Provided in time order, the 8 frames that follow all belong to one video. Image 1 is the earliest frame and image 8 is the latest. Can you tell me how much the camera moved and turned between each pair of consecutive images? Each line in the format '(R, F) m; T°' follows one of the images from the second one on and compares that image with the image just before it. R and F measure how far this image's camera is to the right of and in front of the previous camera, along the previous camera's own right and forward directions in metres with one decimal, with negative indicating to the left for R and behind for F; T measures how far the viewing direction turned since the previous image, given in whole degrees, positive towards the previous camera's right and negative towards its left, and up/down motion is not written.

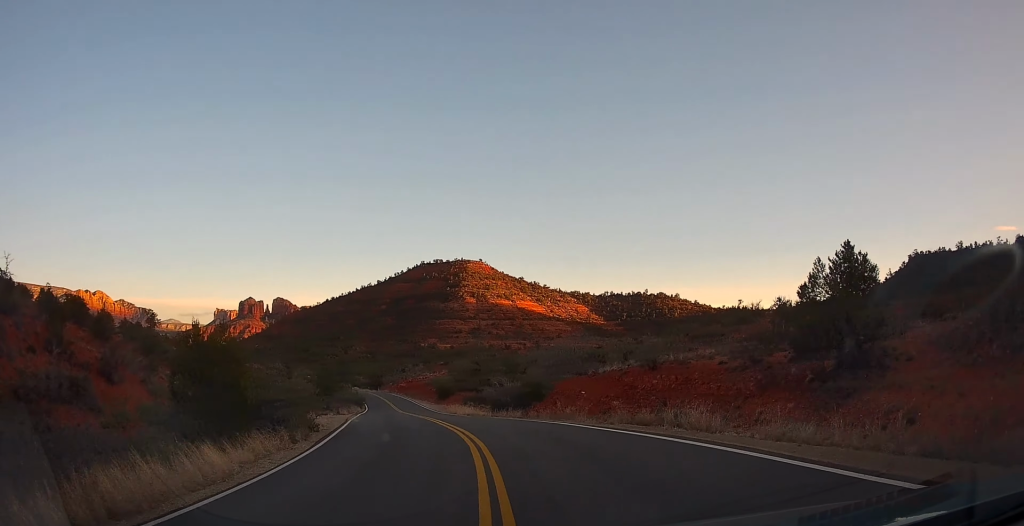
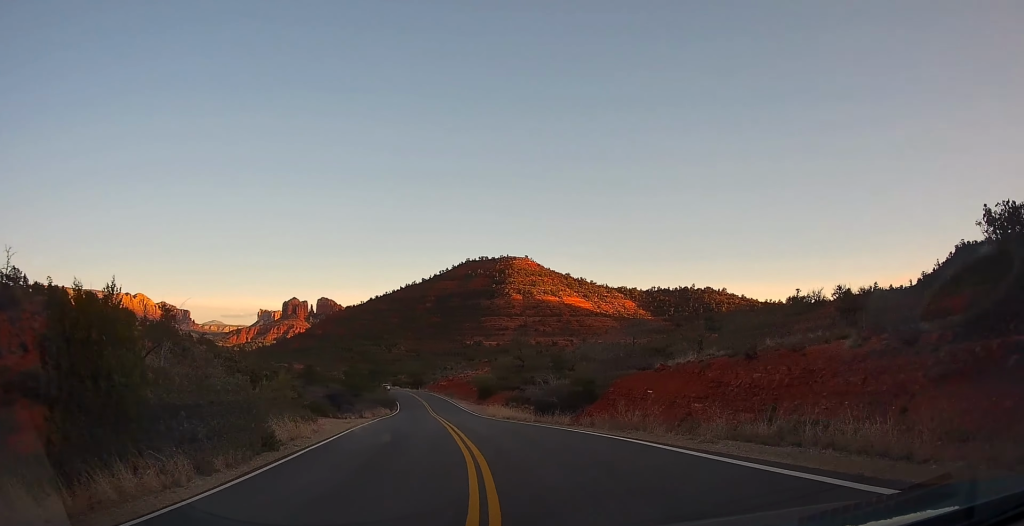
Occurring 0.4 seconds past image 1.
(-0.6, +6.6) m; -4°
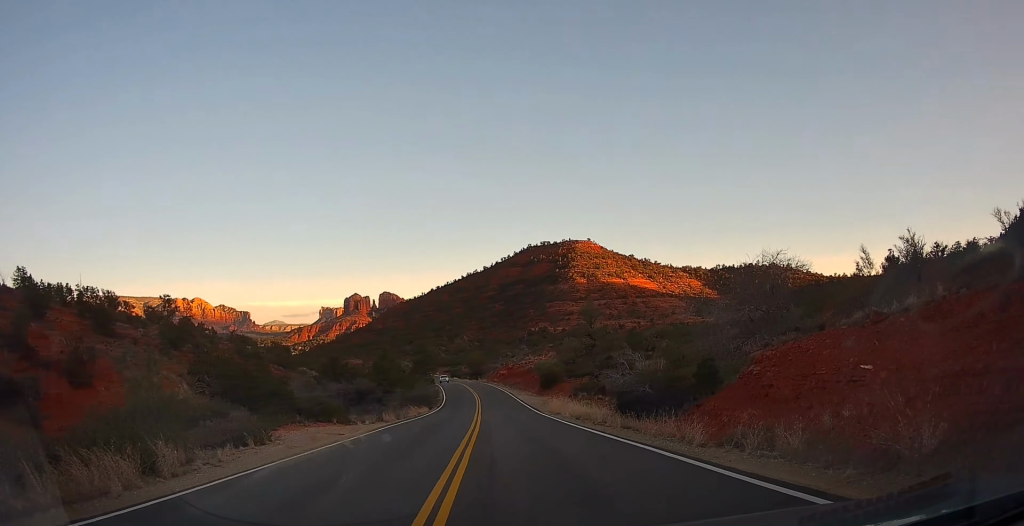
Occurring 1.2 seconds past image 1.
(-0.8, +12.3) m; -6°
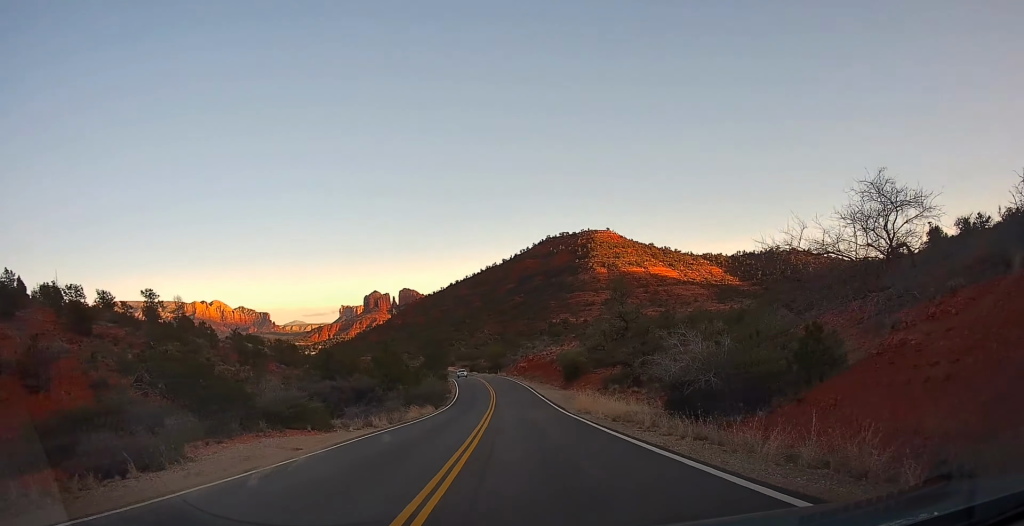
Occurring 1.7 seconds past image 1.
(-0.2, +6.7) m; -2°
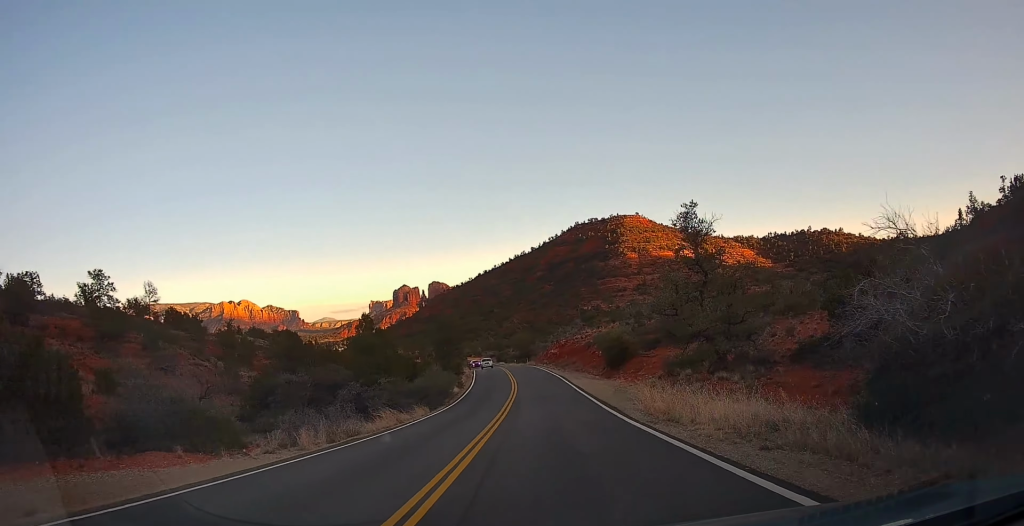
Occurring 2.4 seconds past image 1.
(-0.4, +12.0) m; -4°
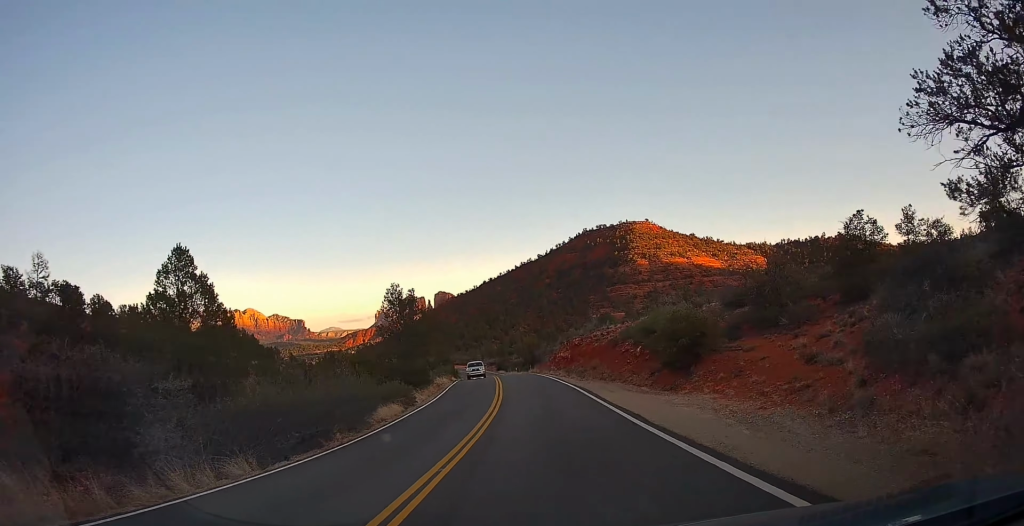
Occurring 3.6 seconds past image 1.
(-0.9, +18.3) m; -3°
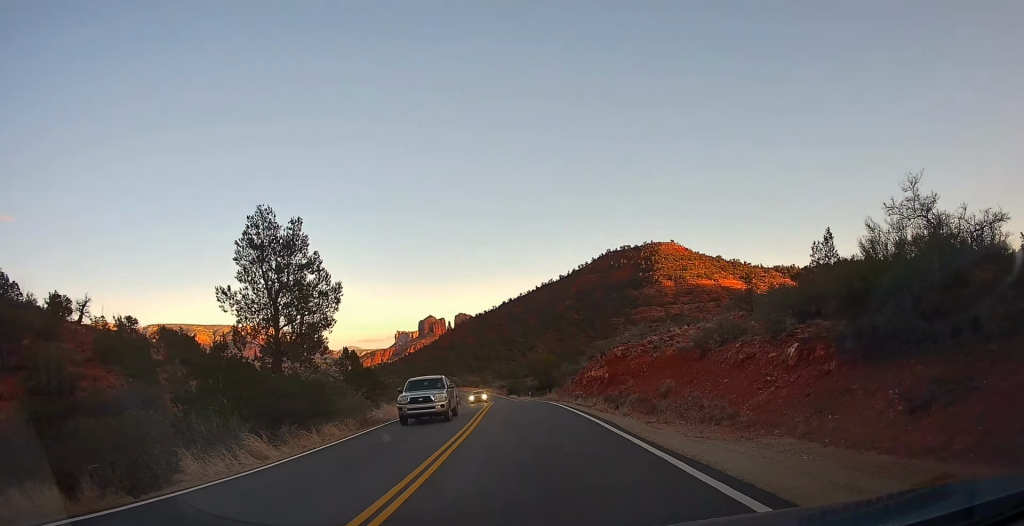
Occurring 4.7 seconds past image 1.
(0.0, +19.9) m; -1°
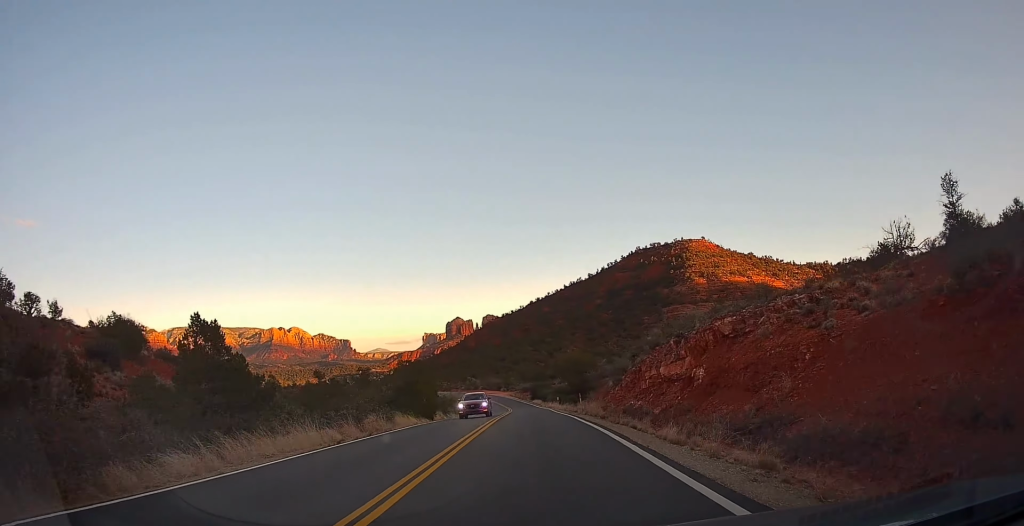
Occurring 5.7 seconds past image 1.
(-0.3, +16.6) m; -2°
